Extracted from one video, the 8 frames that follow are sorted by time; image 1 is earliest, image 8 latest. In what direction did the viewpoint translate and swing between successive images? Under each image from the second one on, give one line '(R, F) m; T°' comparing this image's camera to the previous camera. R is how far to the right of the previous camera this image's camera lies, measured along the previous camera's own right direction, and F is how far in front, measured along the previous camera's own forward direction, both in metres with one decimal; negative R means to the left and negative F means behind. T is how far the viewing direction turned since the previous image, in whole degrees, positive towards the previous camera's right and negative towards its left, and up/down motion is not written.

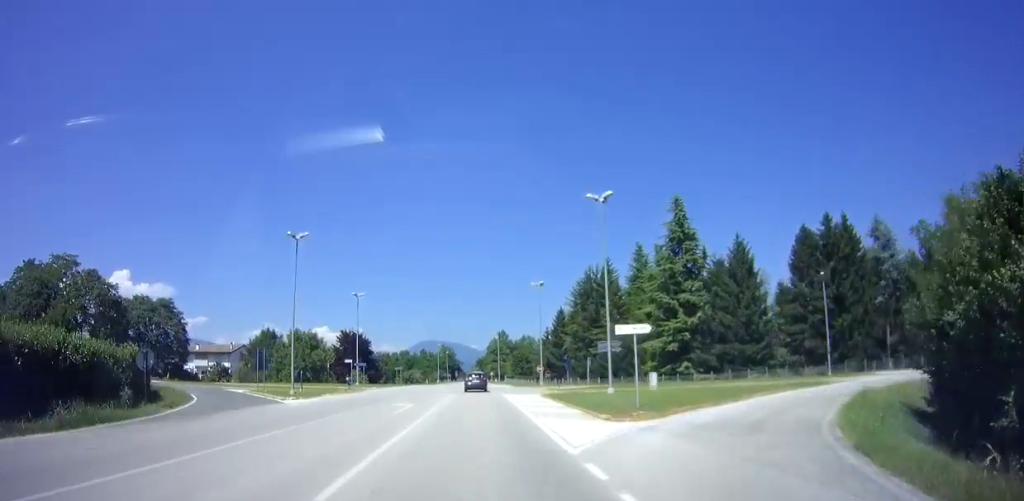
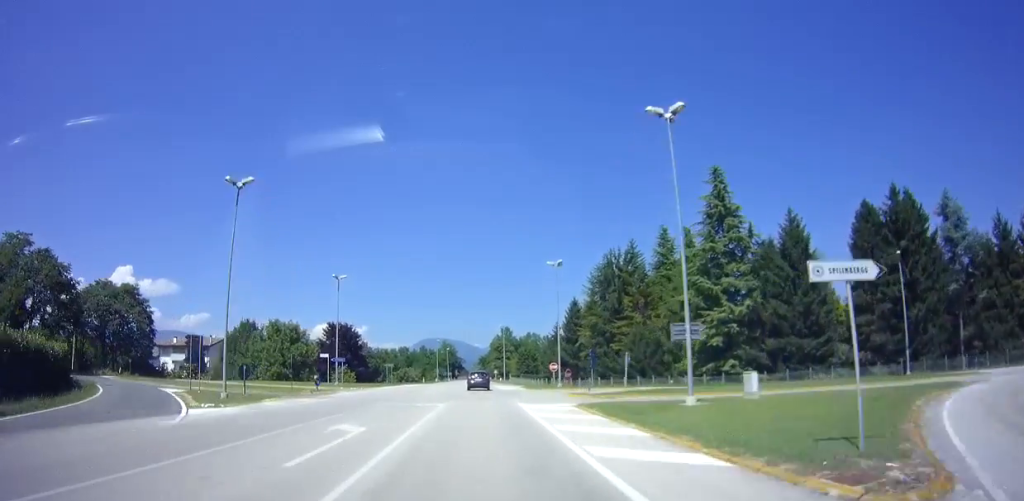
(0.0, +10.4) m; 0°
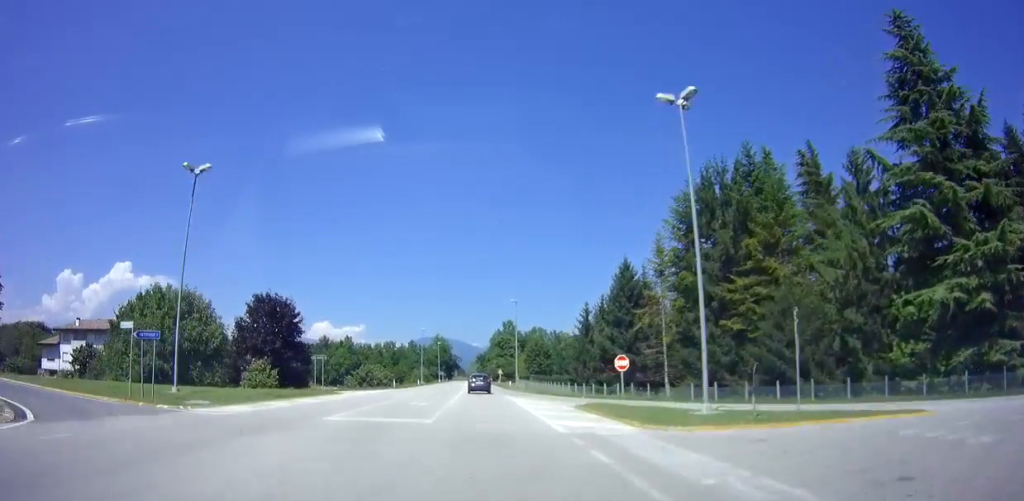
(+0.3, +29.7) m; +1°
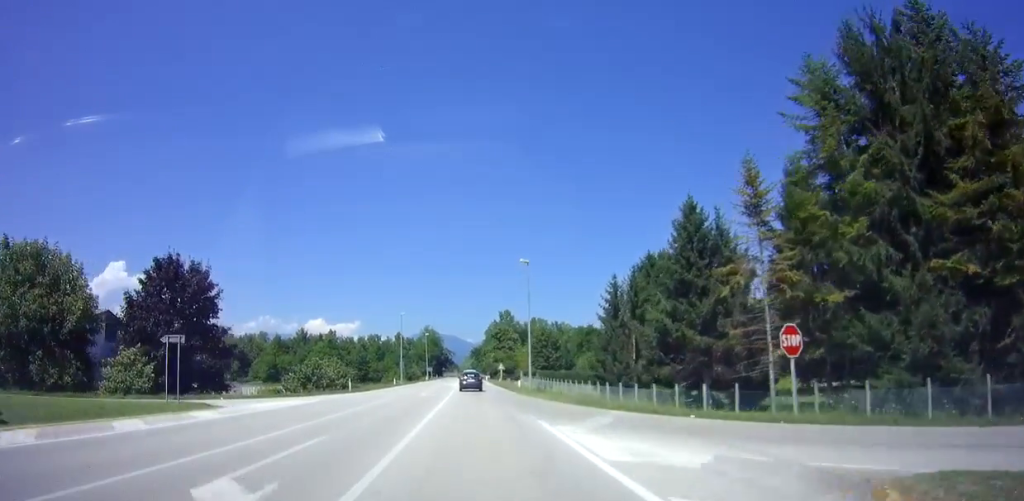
(-0.1, +19.4) m; 0°
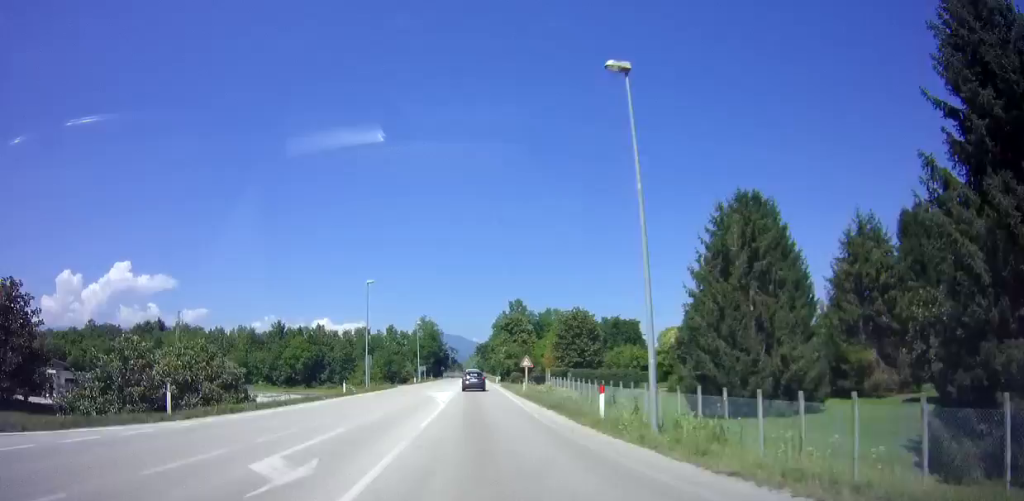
(-0.1, +25.4) m; 0°
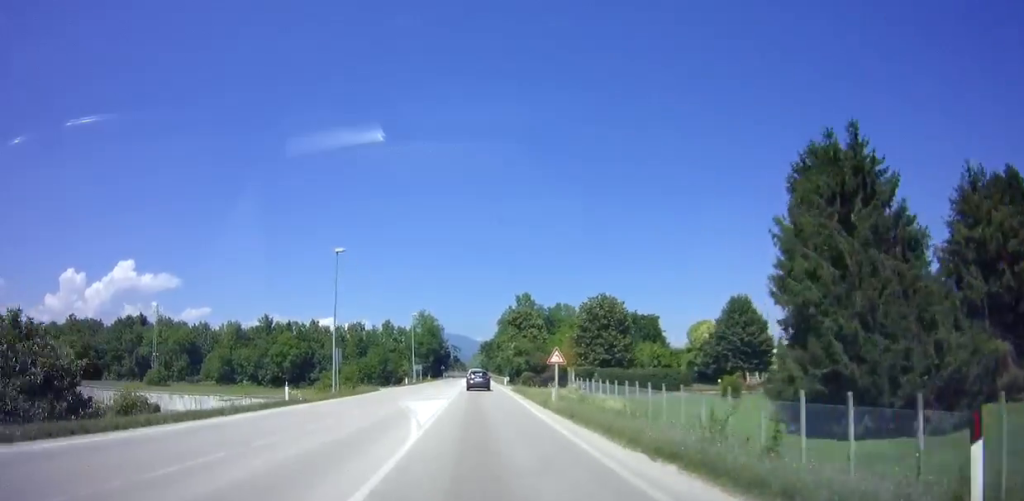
(0.0, +11.9) m; 0°
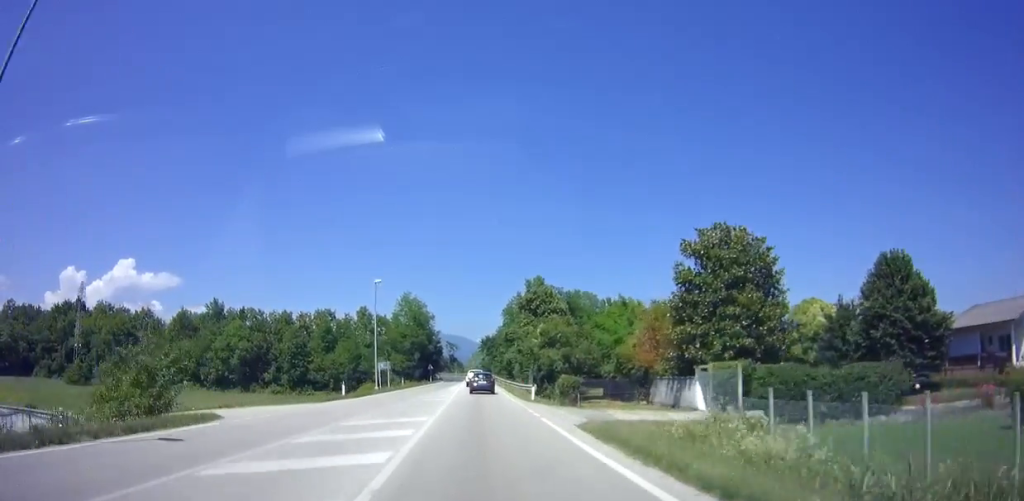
(0.0, +28.5) m; 0°
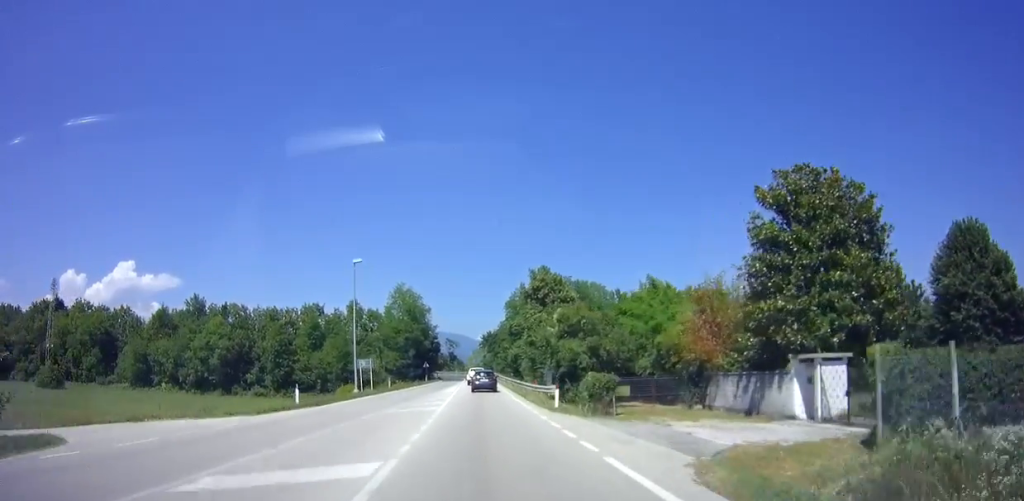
(0.0, +8.3) m; 0°
